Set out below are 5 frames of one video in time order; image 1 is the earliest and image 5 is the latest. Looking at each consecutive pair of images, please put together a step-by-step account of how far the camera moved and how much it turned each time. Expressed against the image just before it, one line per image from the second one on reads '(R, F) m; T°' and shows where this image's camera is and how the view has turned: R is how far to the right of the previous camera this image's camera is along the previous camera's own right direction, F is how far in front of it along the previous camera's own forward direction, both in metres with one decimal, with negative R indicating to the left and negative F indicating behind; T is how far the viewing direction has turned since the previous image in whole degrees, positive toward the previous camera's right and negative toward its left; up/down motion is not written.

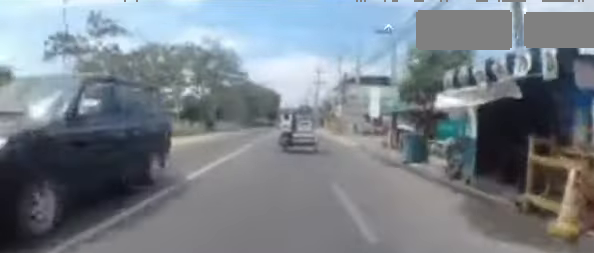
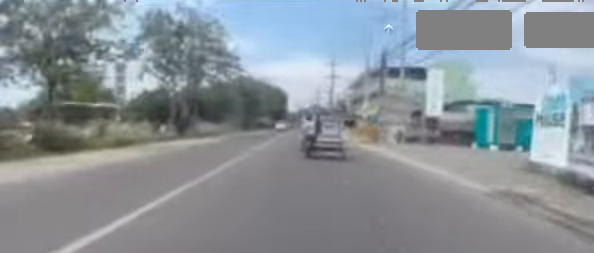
(-0.3, +12.3) m; -4°
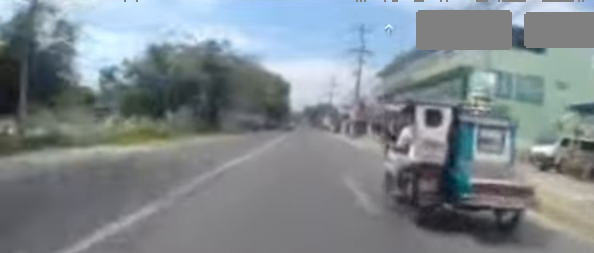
(-0.2, +22.3) m; +1°
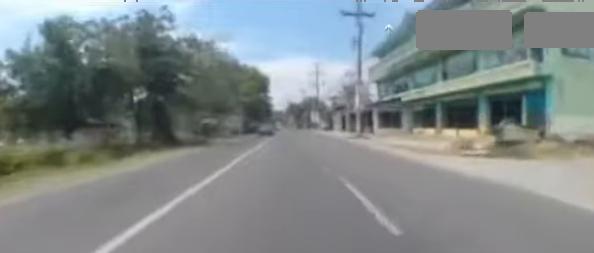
(+0.2, +9.7) m; 0°
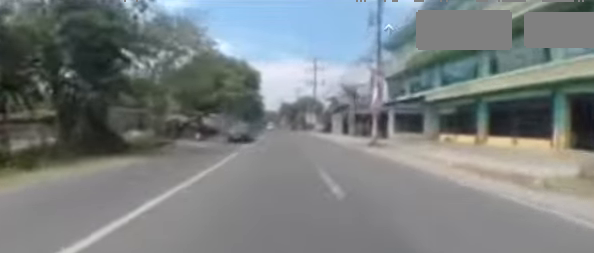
(-0.1, +7.3) m; 0°
